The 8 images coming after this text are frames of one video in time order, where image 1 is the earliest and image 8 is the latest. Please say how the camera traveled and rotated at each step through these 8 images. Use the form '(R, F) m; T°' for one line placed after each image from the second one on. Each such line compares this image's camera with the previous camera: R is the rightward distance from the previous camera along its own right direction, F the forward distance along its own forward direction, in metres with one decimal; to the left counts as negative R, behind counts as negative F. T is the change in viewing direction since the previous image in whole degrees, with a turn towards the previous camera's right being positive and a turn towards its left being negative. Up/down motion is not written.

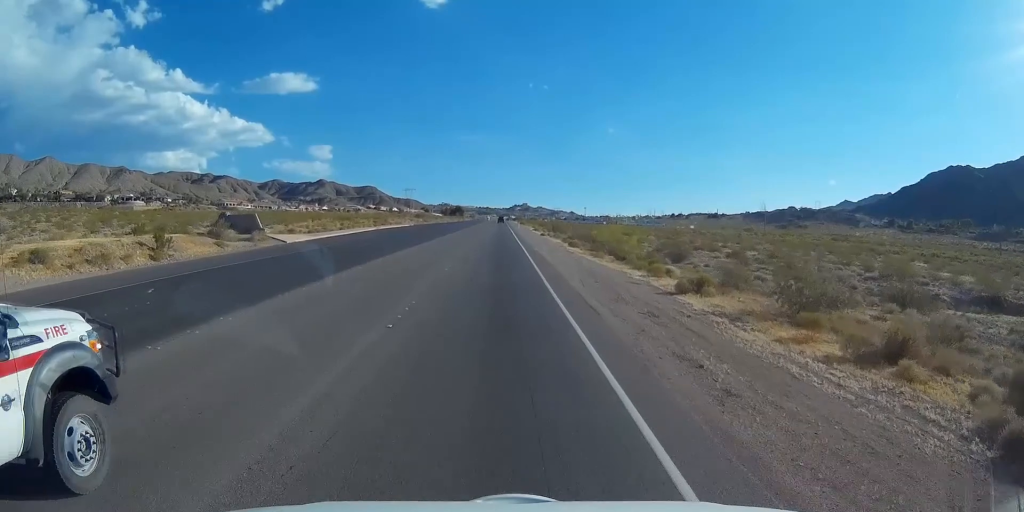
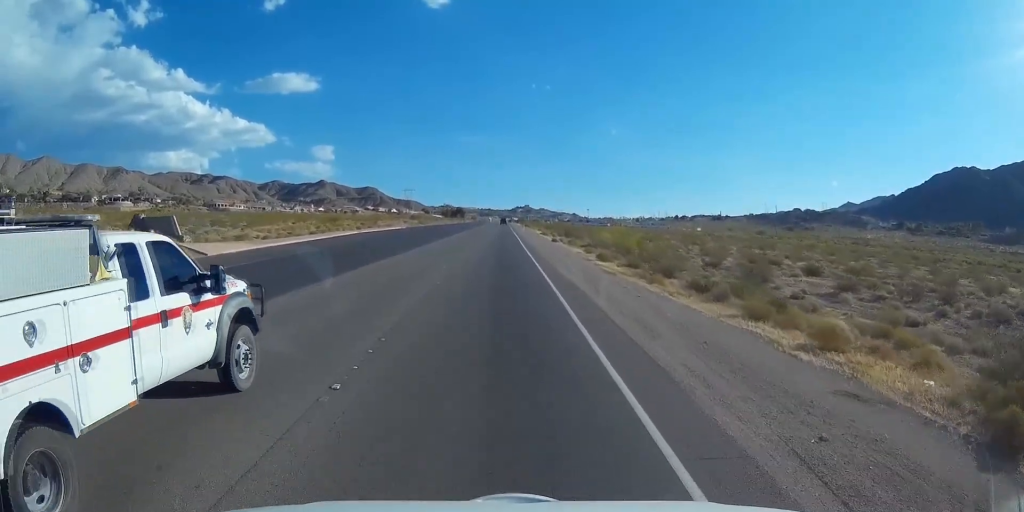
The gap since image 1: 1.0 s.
(-0.5, +15.9) m; +1°
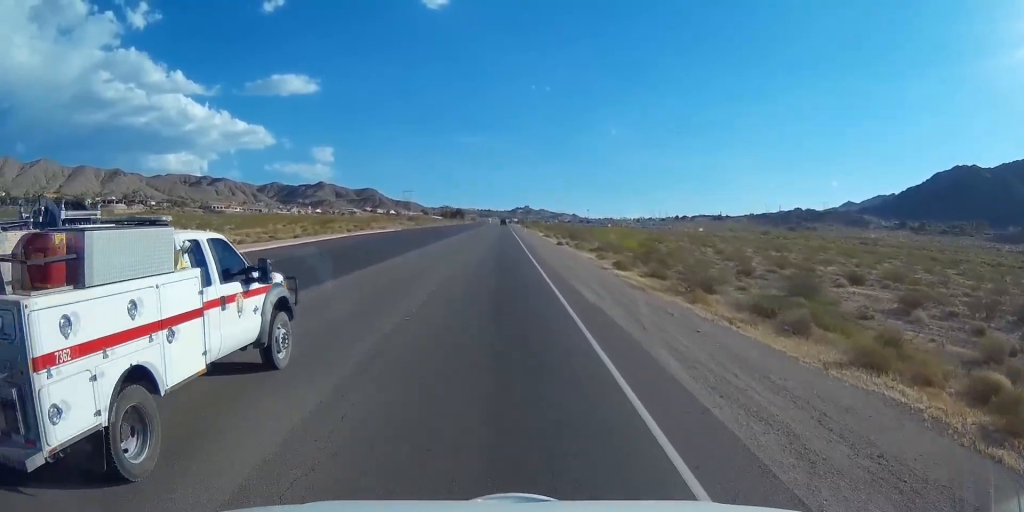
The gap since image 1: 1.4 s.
(-0.1, +6.4) m; +1°
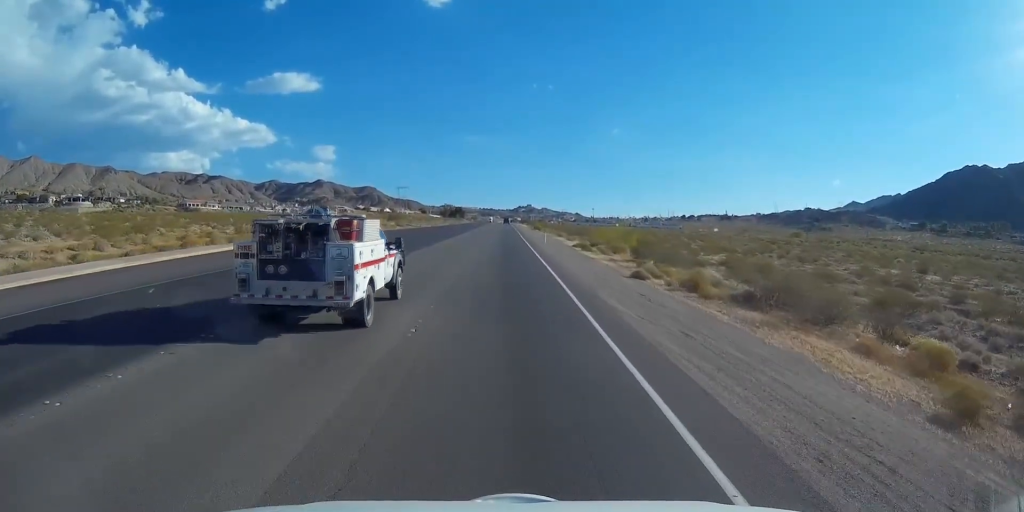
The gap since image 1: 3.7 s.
(+0.3, +36.8) m; +1°
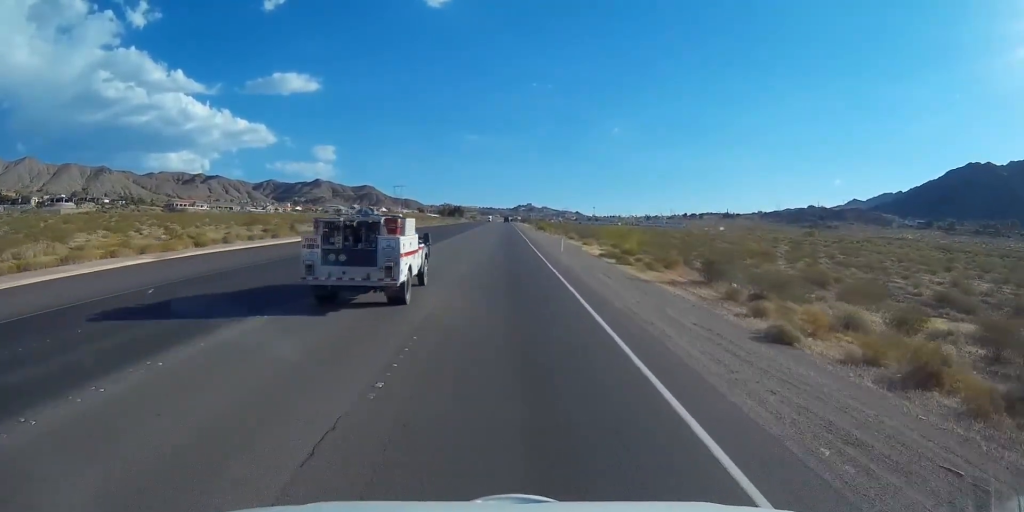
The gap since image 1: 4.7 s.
(+0.4, +15.4) m; 0°
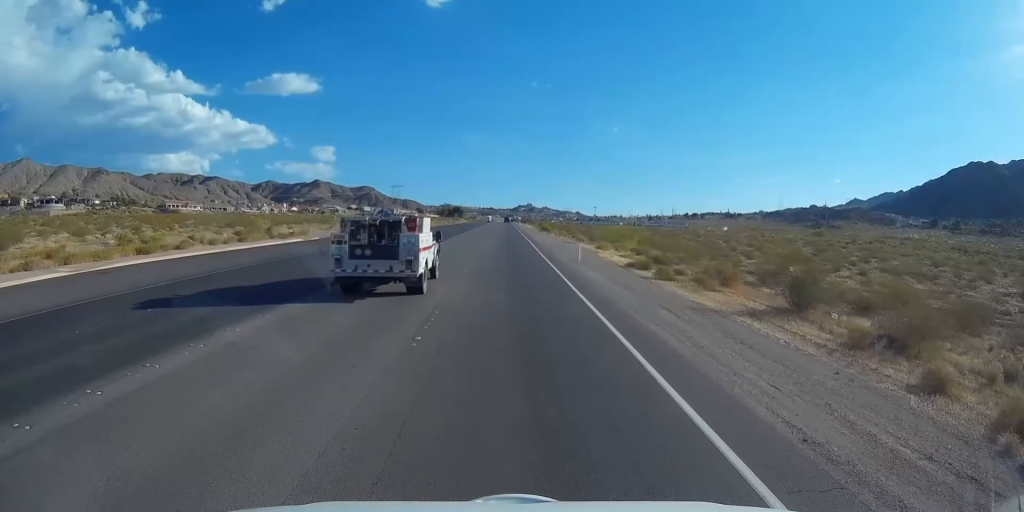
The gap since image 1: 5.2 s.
(-0.2, +9.0) m; -1°
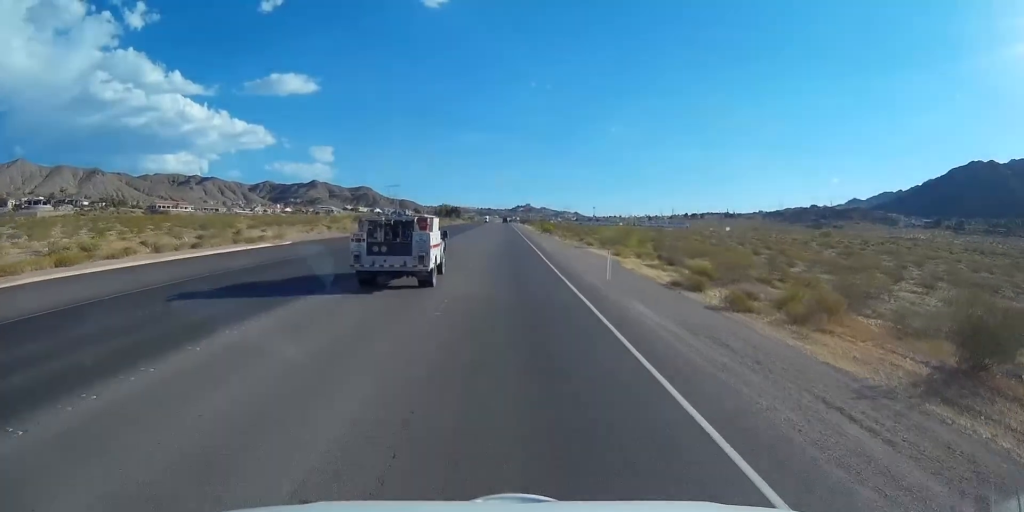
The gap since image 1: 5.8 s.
(+0.1, +9.1) m; +1°
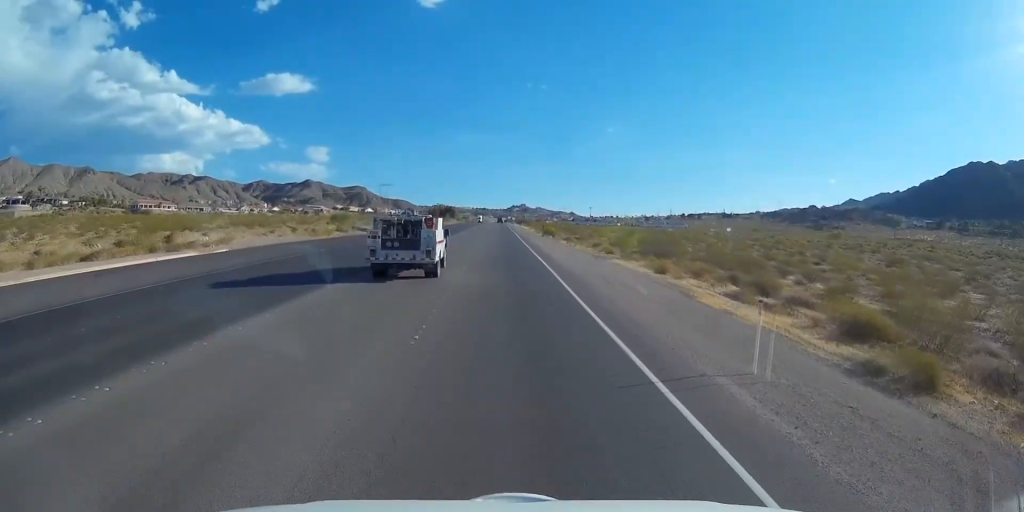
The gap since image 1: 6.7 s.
(+0.2, +14.4) m; 0°
